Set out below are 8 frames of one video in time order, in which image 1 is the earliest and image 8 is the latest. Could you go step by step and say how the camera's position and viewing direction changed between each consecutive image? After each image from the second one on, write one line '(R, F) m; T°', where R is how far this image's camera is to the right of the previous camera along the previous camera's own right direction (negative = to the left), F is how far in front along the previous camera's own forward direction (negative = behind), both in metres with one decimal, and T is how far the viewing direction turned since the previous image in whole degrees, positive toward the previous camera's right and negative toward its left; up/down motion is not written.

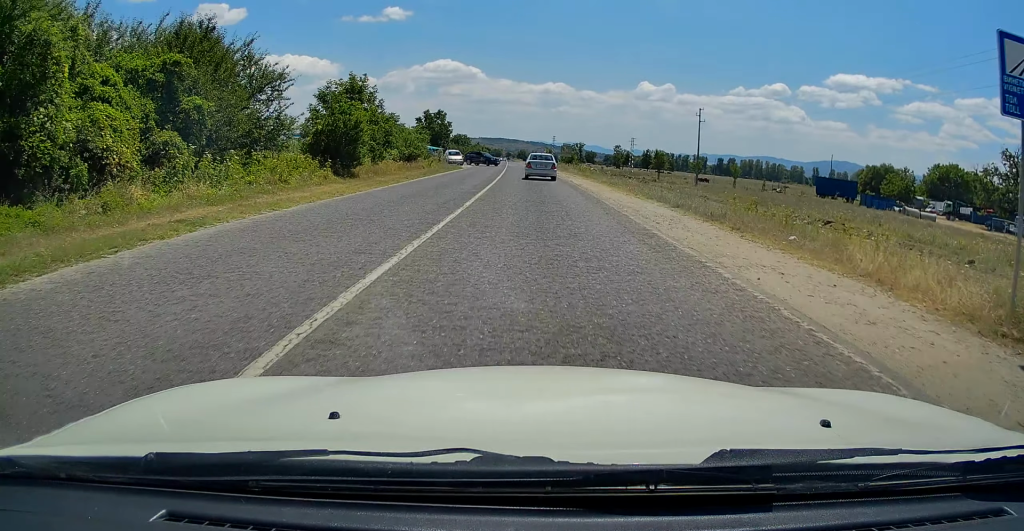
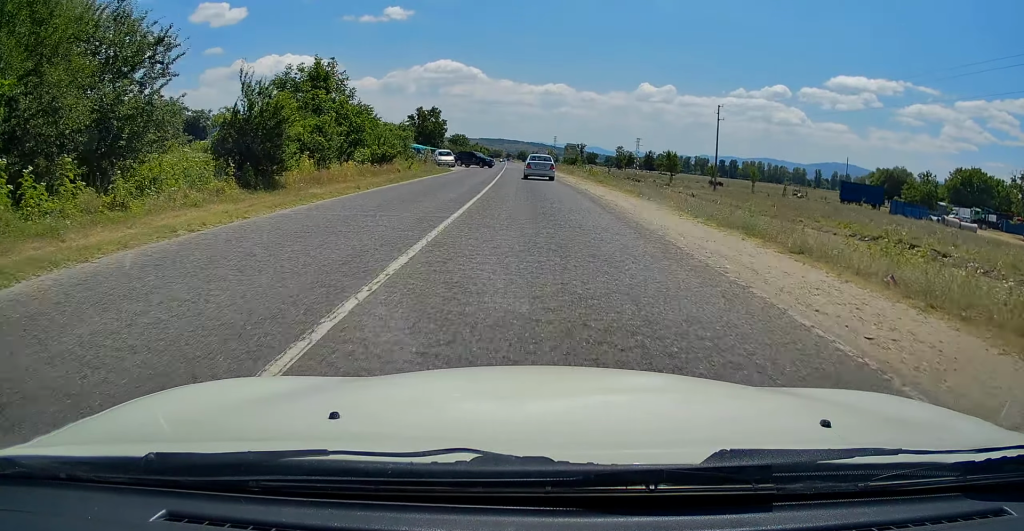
(-0.1, +8.9) m; -2°
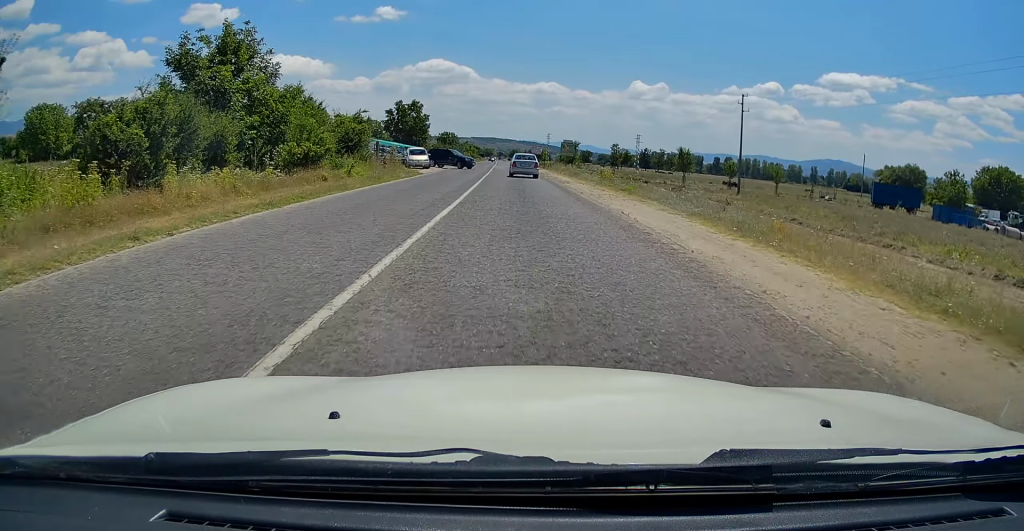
(-0.3, +12.1) m; 0°
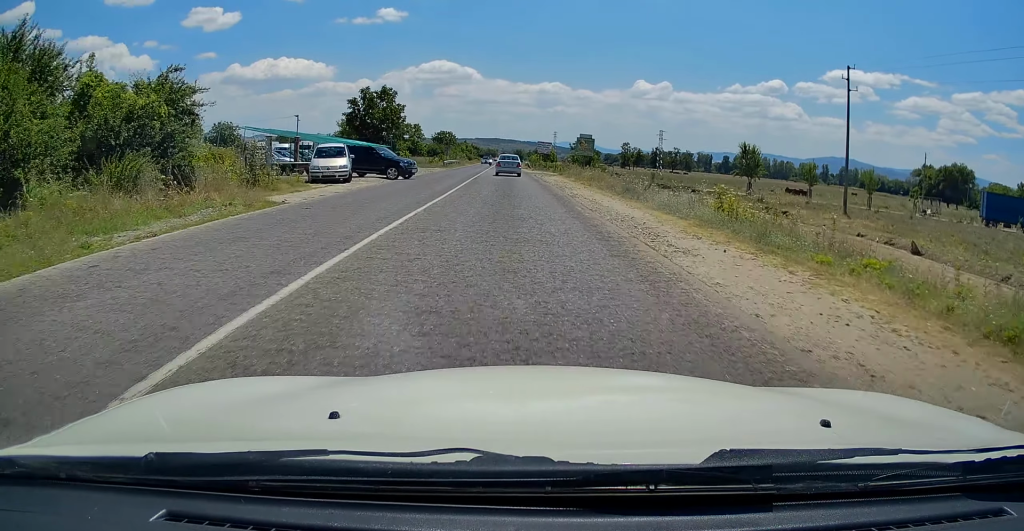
(+0.4, +24.4) m; +1°
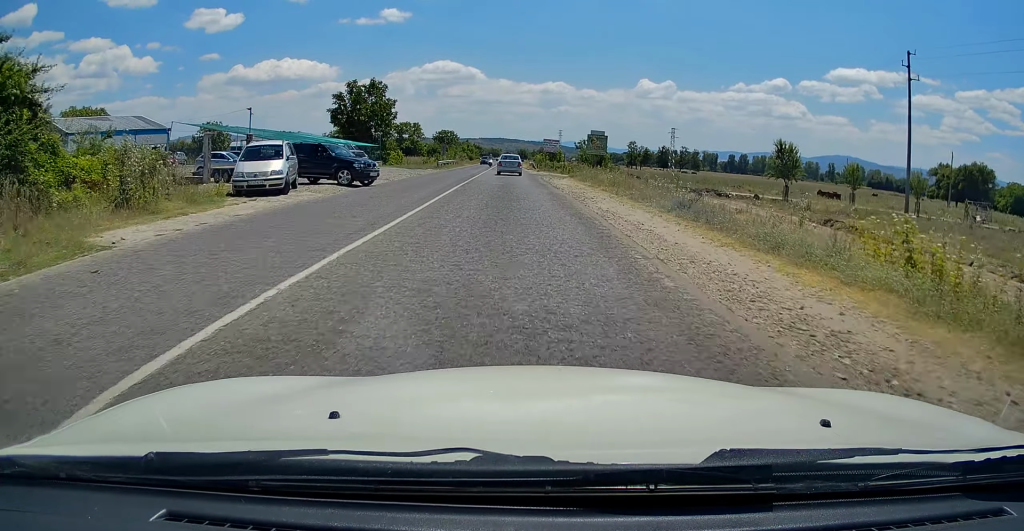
(0.0, +8.1) m; 0°
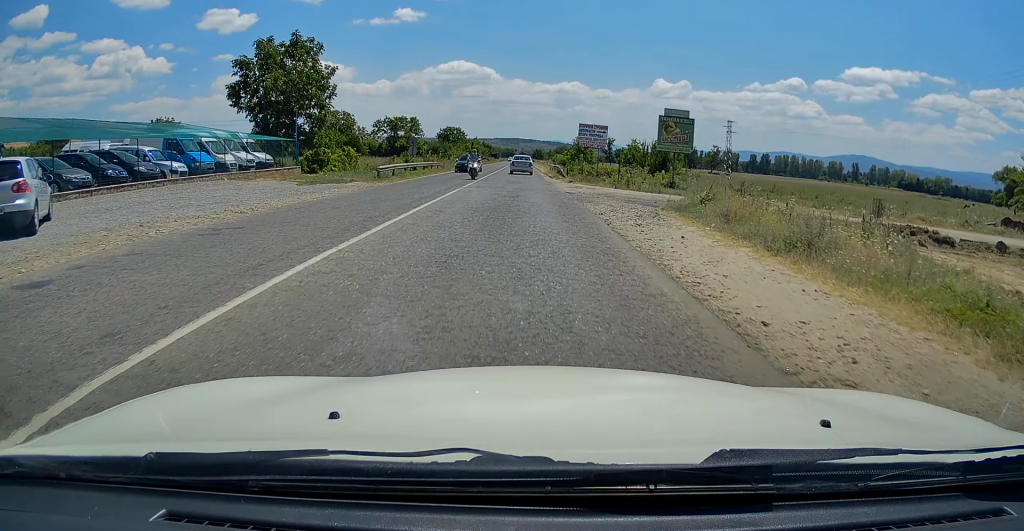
(0.0, +28.2) m; 0°
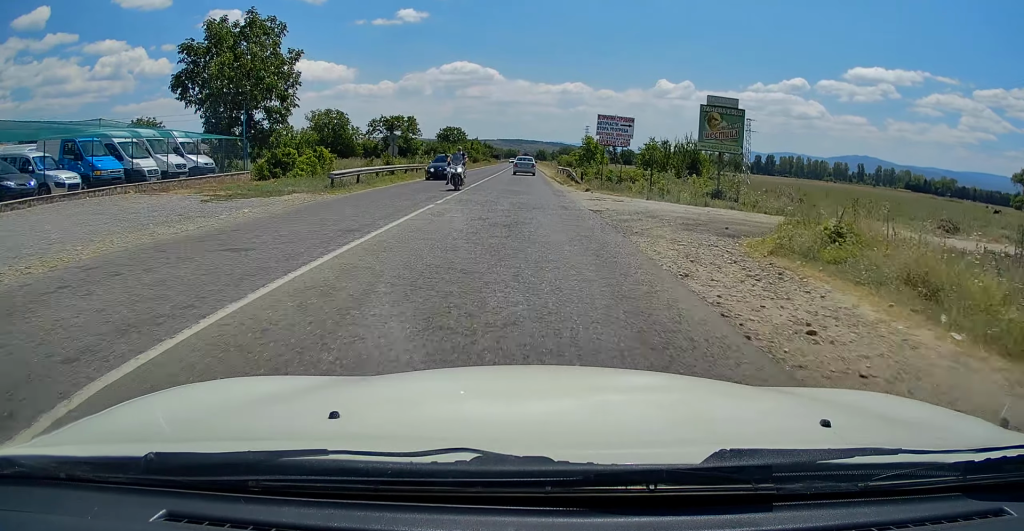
(0.0, +8.0) m; -1°
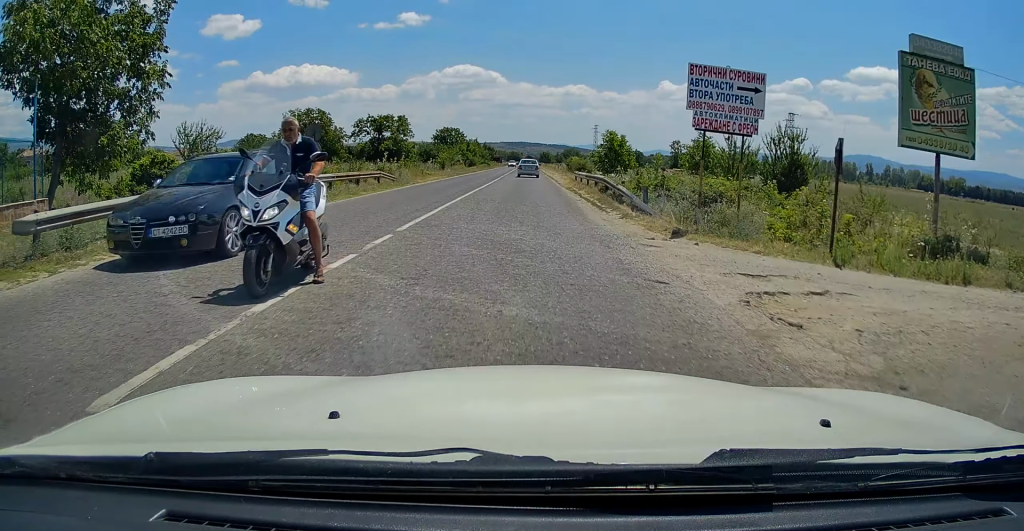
(-0.3, +15.5) m; -1°
